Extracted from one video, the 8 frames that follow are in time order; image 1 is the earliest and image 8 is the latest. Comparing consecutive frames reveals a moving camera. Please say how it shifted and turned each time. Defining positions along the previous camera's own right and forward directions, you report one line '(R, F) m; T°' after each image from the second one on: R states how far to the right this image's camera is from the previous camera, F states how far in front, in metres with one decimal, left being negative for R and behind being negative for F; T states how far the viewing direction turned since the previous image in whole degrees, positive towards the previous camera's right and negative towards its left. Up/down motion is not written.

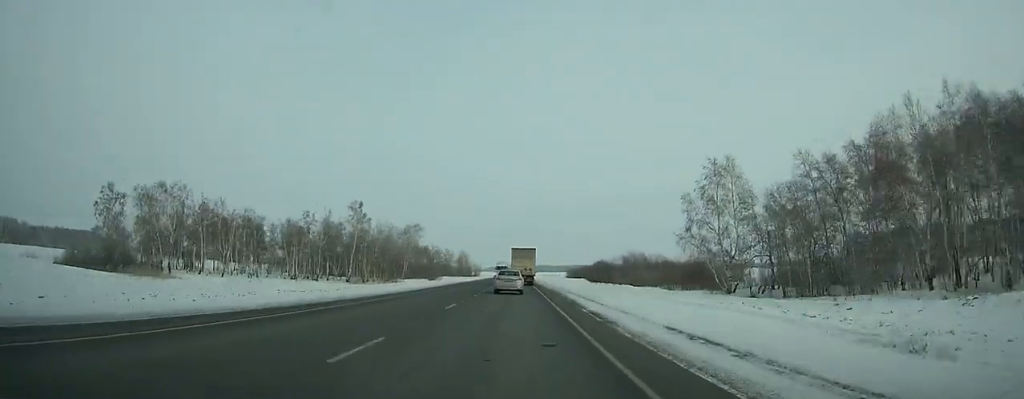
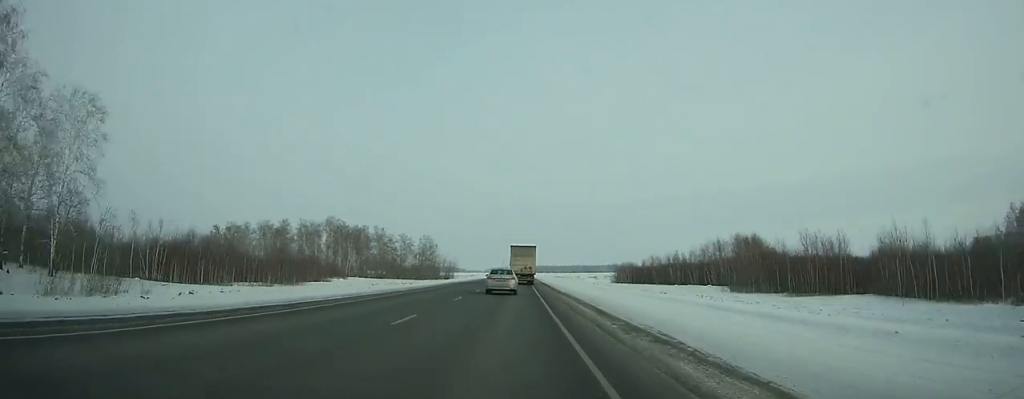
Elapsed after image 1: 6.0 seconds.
(+1.4, +139.4) m; +1°
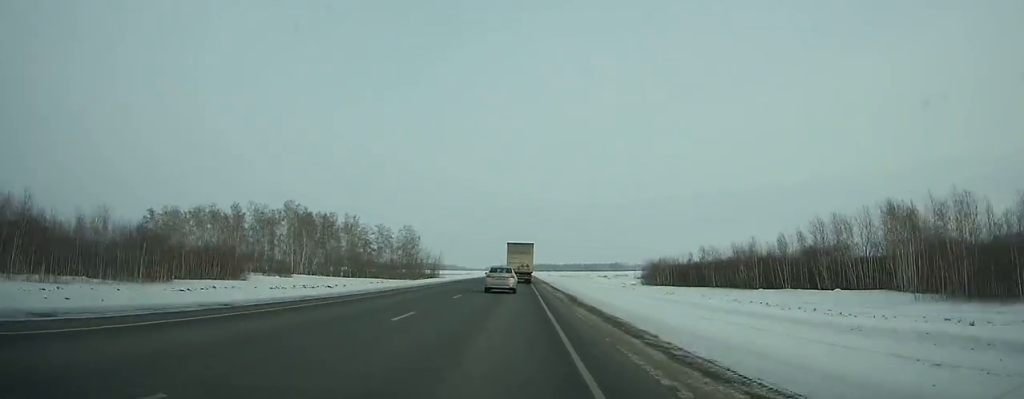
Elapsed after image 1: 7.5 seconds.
(0.0, +34.8) m; 0°
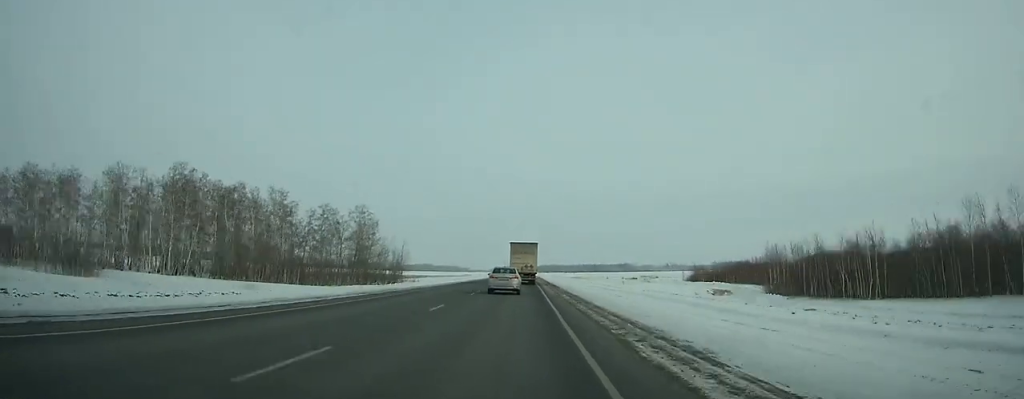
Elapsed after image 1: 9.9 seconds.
(-0.2, +55.5) m; 0°
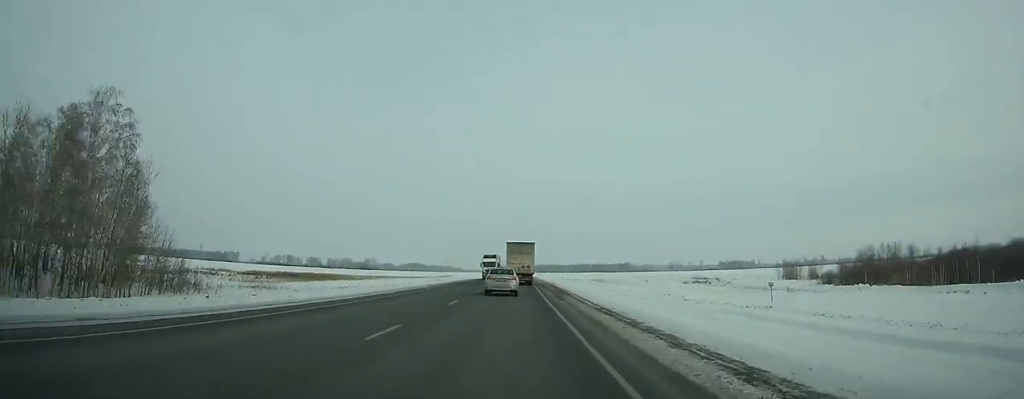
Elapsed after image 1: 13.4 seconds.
(-0.4, +80.1) m; 0°
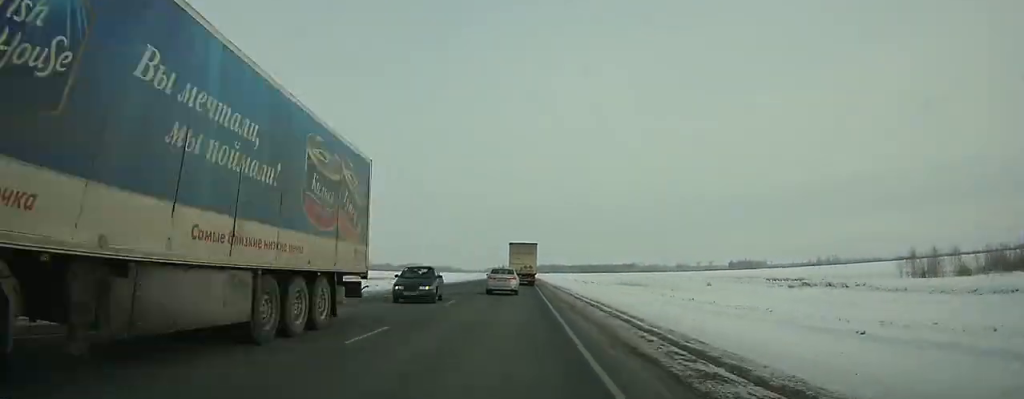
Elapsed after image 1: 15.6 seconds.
(0.0, +50.1) m; 0°
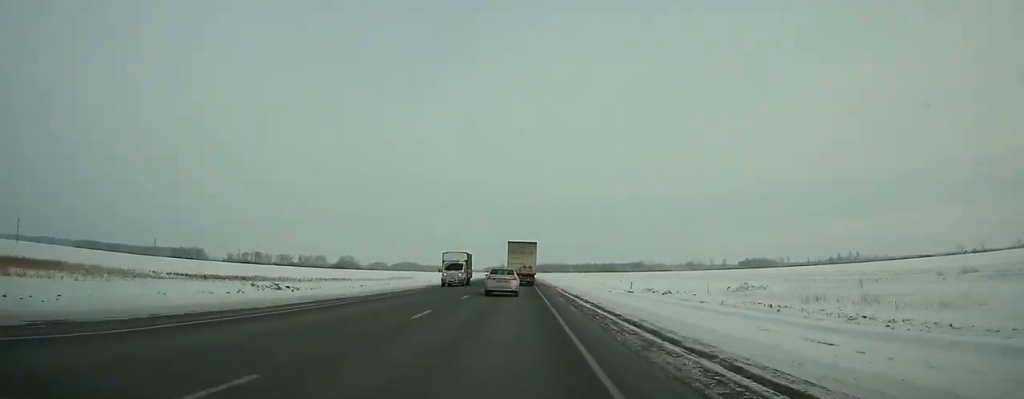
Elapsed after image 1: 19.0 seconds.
(+0.2, +77.4) m; 0°
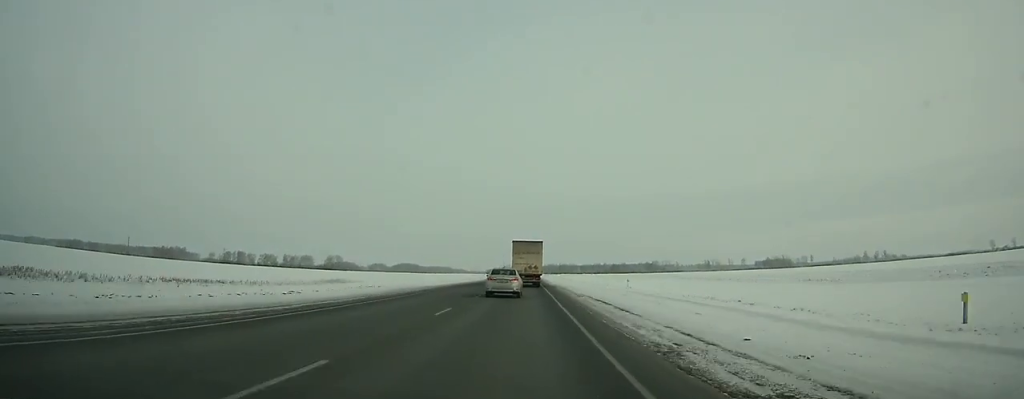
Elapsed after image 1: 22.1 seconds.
(-0.5, +70.3) m; 0°
